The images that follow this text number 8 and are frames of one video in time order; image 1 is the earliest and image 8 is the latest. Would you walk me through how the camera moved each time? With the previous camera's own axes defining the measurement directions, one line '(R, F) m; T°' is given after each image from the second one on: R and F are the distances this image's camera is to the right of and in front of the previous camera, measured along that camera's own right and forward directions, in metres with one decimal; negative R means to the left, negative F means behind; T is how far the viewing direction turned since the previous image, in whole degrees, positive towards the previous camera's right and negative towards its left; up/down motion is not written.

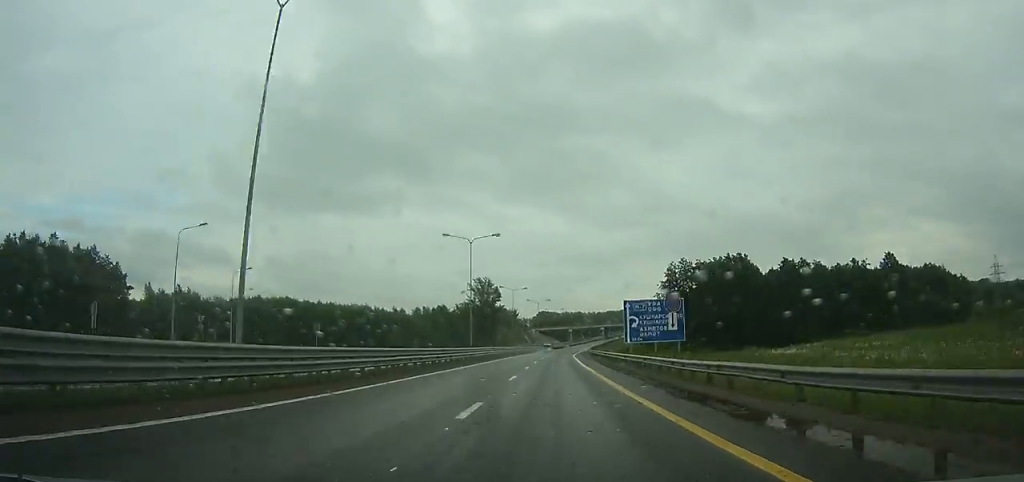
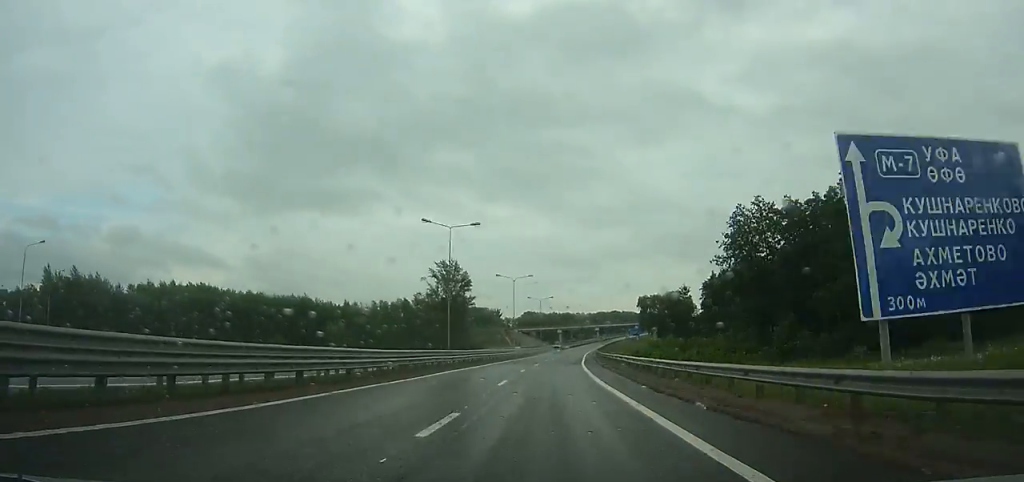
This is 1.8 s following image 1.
(+0.4, +49.6) m; +2°
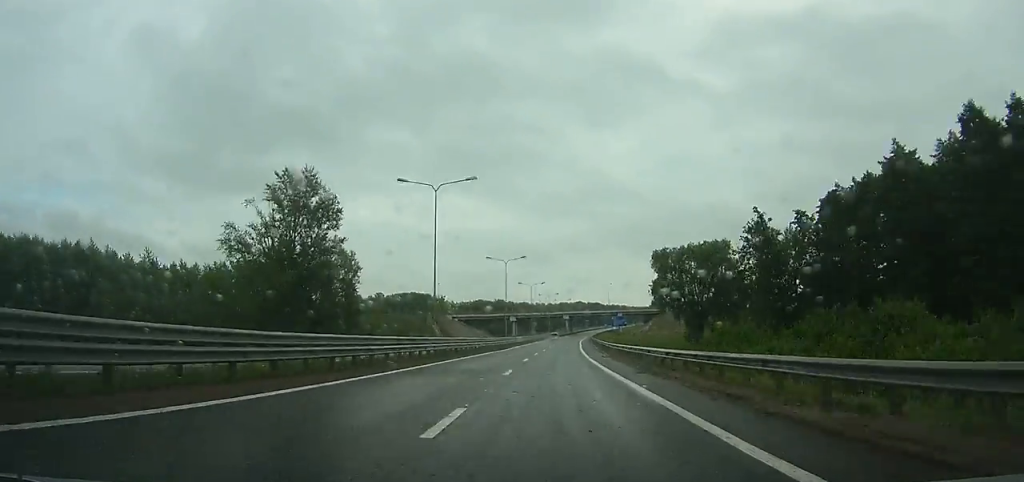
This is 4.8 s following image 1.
(+2.4, +82.8) m; +4°
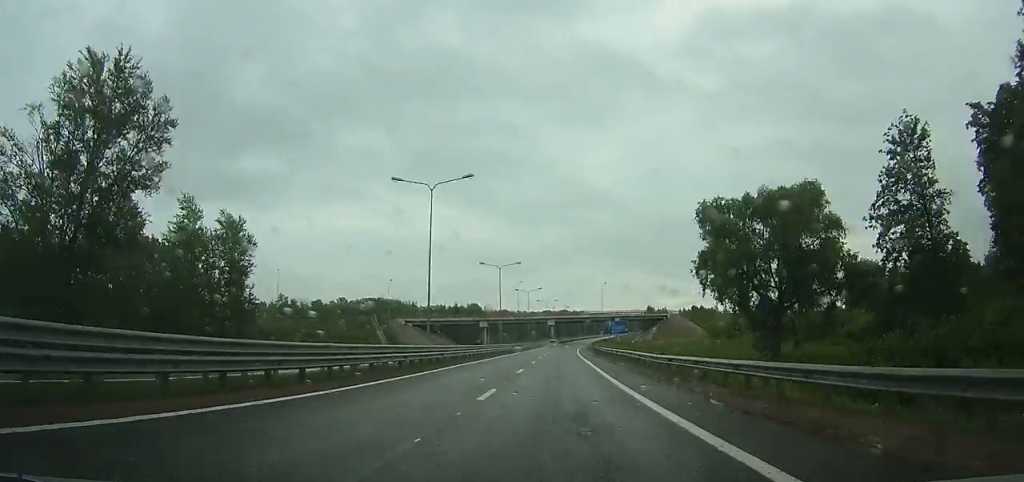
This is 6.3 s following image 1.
(+1.2, +41.4) m; +2°
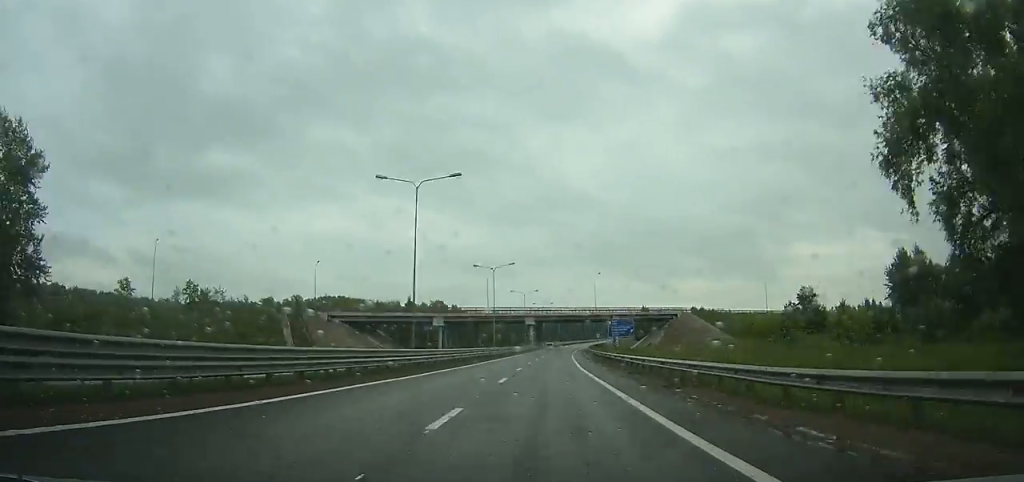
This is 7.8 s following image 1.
(+0.3, +41.3) m; +2°
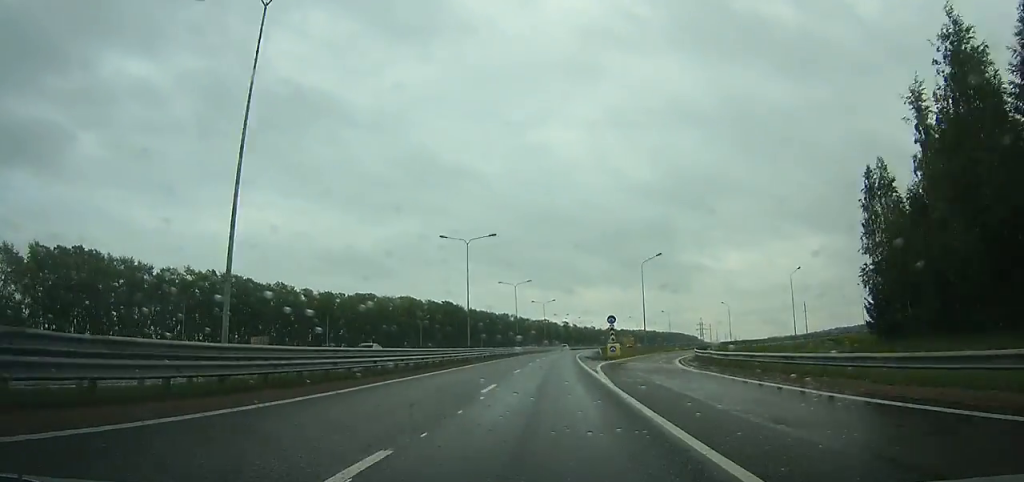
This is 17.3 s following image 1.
(+20.0, +254.4) m; +9°
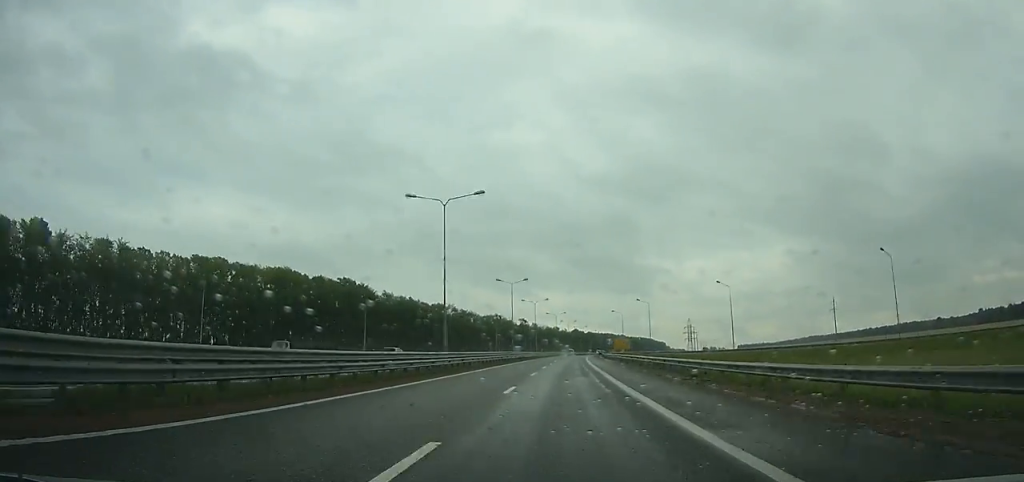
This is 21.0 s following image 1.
(+3.1, +94.2) m; +4°
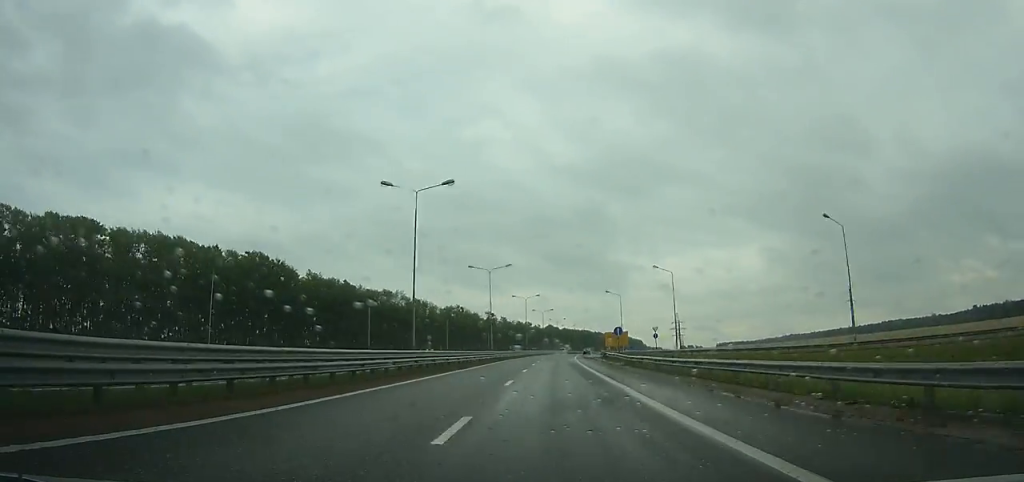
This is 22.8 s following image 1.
(+0.6, +44.9) m; +2°
